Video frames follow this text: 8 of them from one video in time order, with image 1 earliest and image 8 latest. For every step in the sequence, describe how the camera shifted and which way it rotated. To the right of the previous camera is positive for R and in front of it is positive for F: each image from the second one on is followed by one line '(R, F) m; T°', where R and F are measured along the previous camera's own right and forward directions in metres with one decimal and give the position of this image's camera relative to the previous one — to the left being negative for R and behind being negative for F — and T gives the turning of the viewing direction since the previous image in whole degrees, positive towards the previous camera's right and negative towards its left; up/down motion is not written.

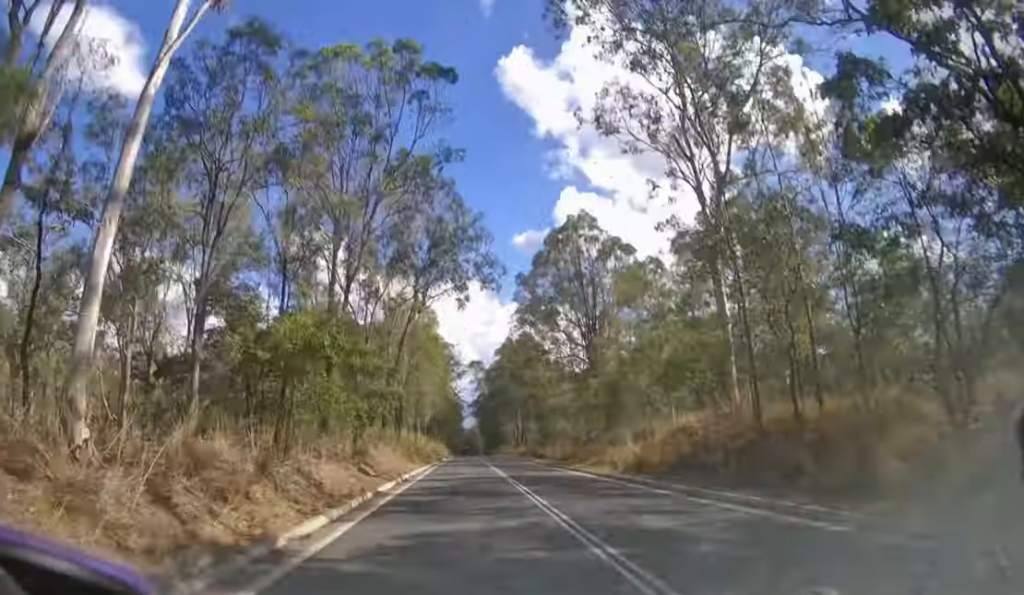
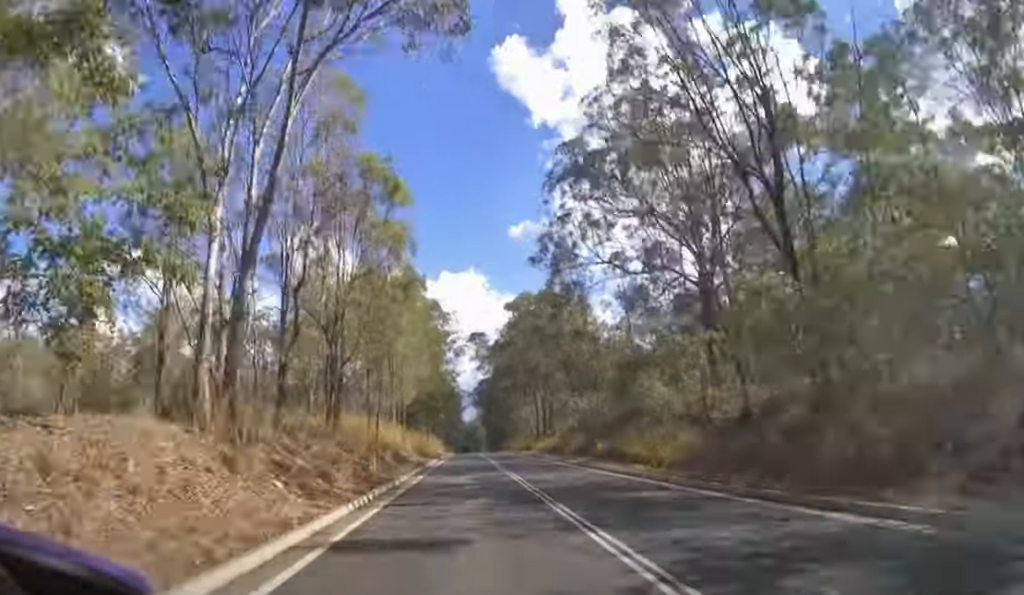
(0.0, +26.3) m; 0°
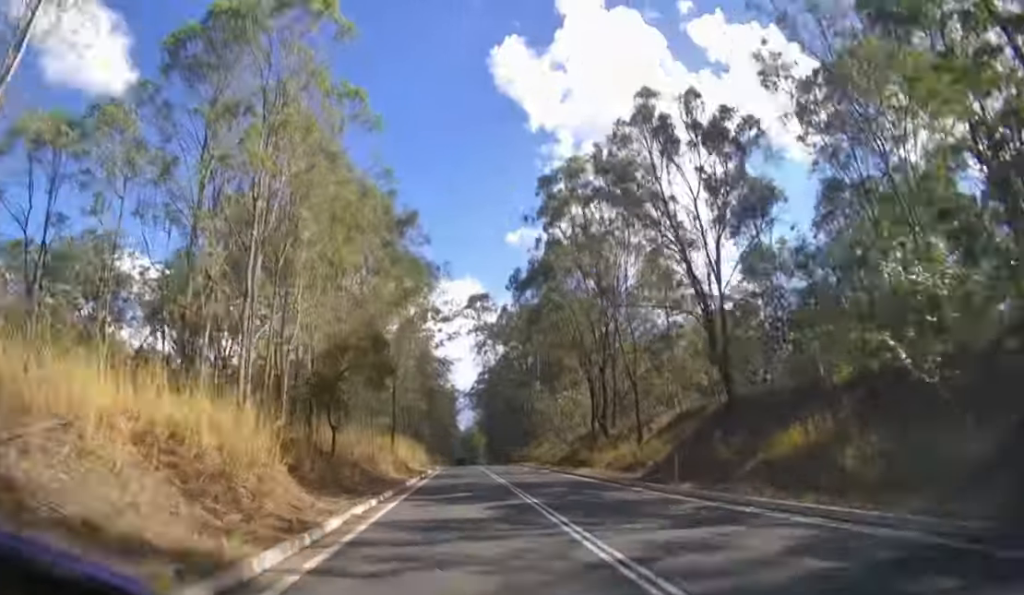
(0.0, +28.8) m; 0°
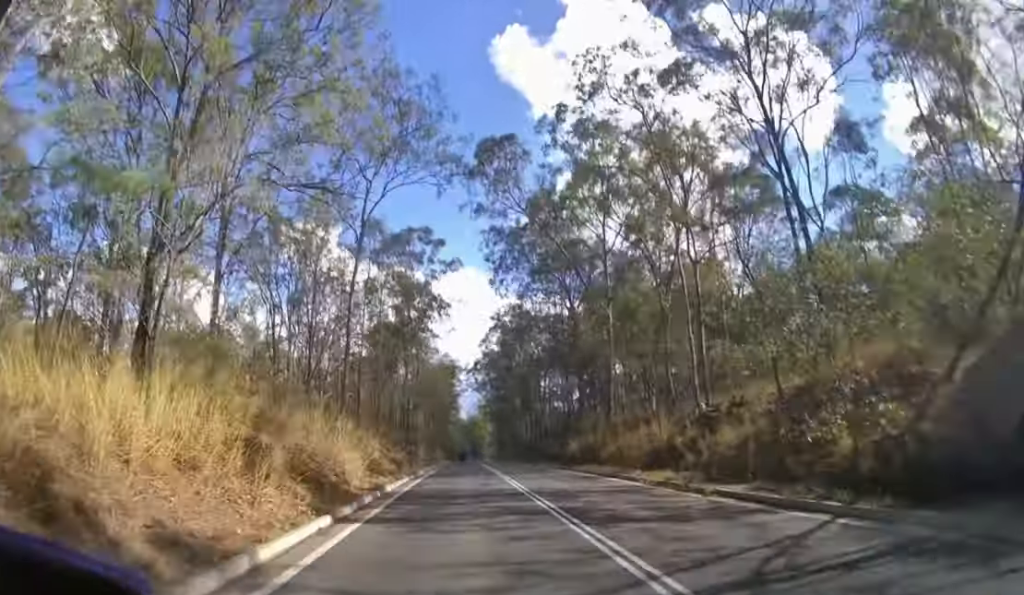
(0.0, +31.6) m; 0°
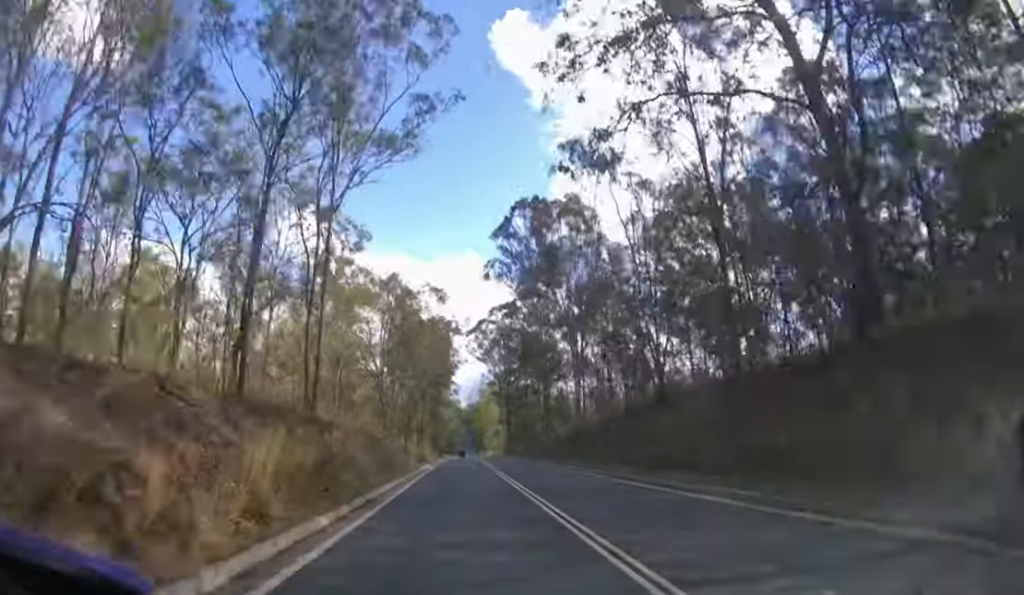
(-0.1, +32.0) m; 0°
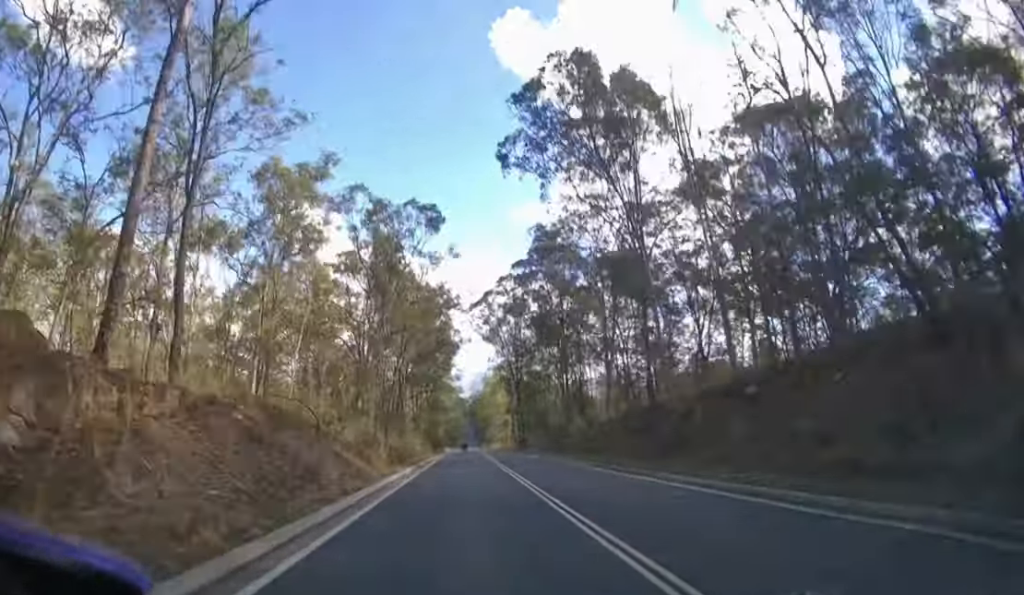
(0.0, +11.7) m; 0°
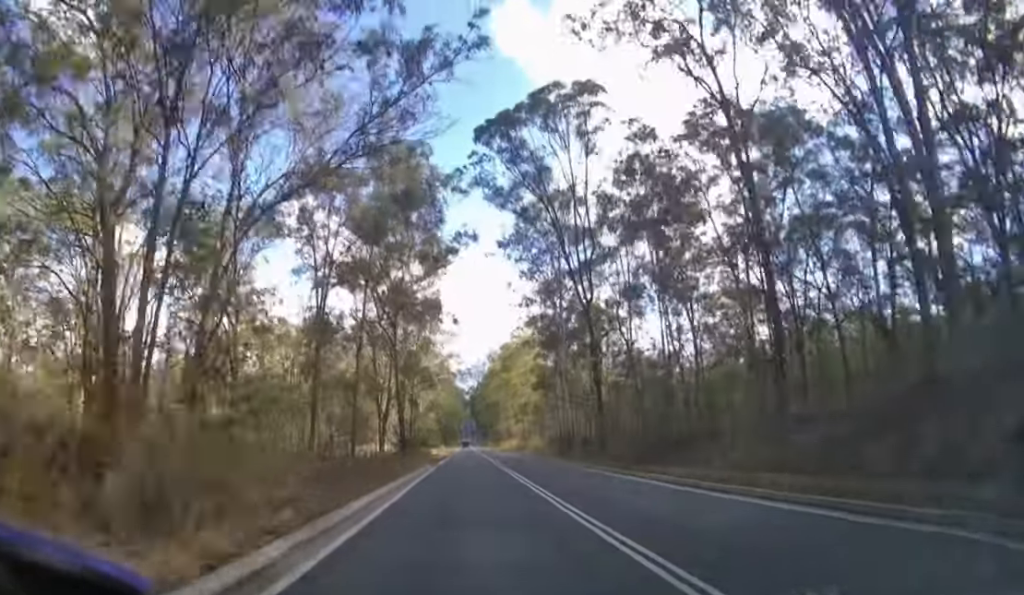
(0.0, +35.5) m; 0°
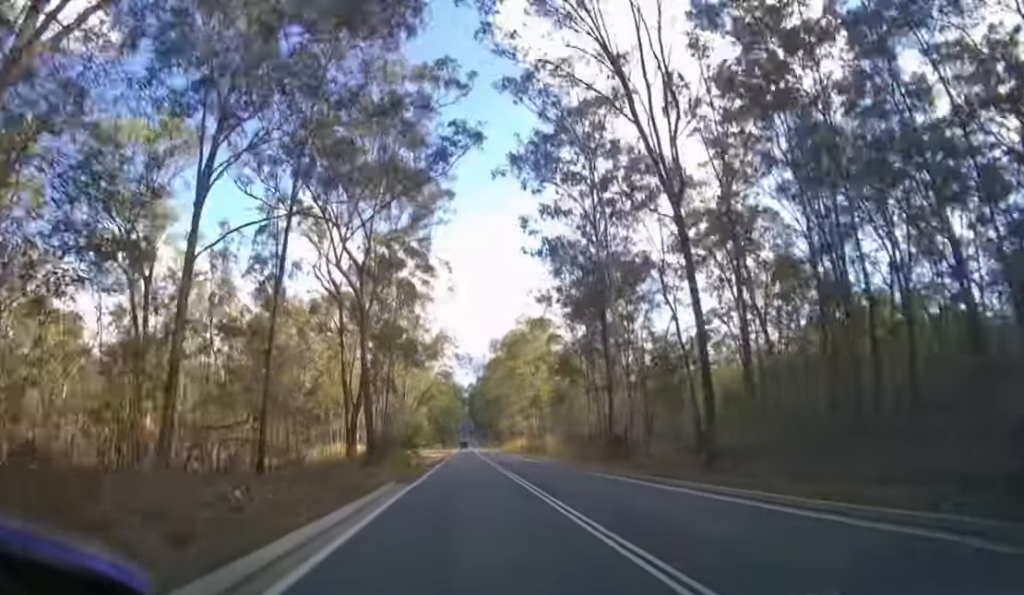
(0.0, +13.4) m; 0°
